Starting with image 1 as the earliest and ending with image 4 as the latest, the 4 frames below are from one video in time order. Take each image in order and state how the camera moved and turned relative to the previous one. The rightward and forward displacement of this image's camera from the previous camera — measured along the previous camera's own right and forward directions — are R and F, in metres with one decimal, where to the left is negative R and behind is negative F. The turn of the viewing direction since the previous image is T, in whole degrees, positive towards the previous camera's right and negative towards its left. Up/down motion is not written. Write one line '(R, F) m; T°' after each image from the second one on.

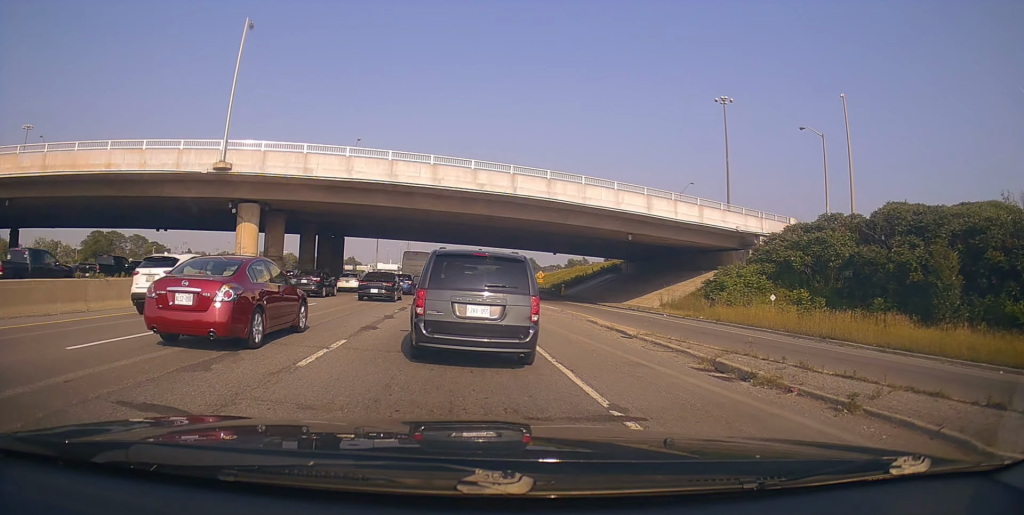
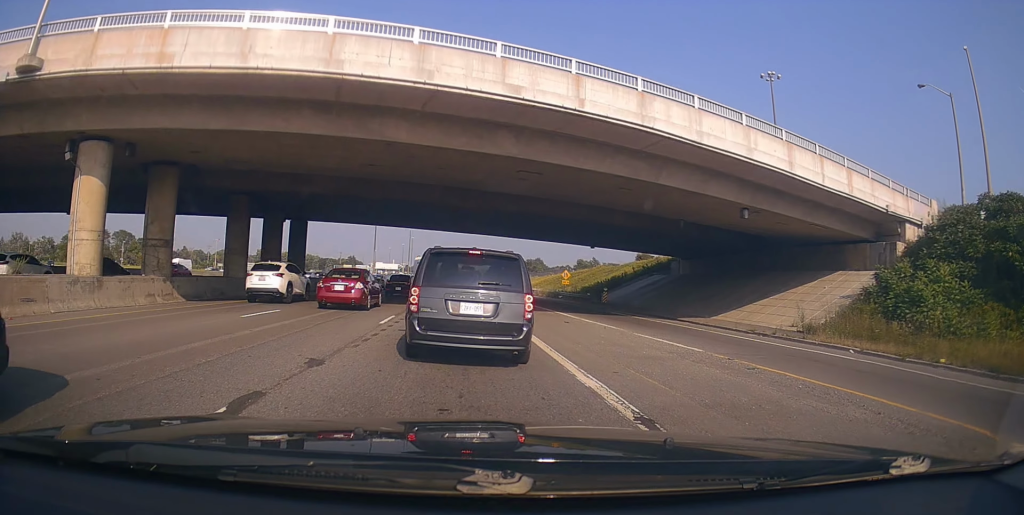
(-1.1, +17.1) m; 0°
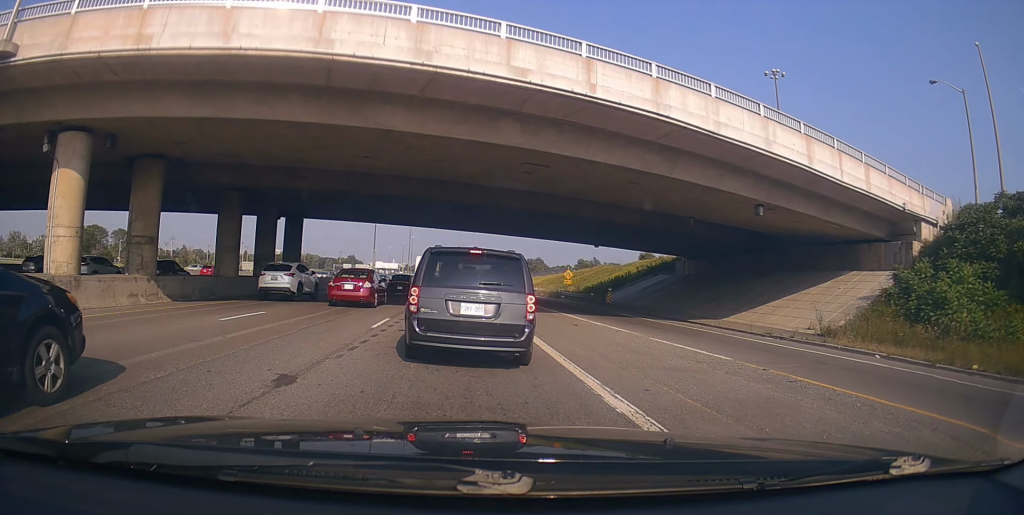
(0.0, +1.8) m; 0°
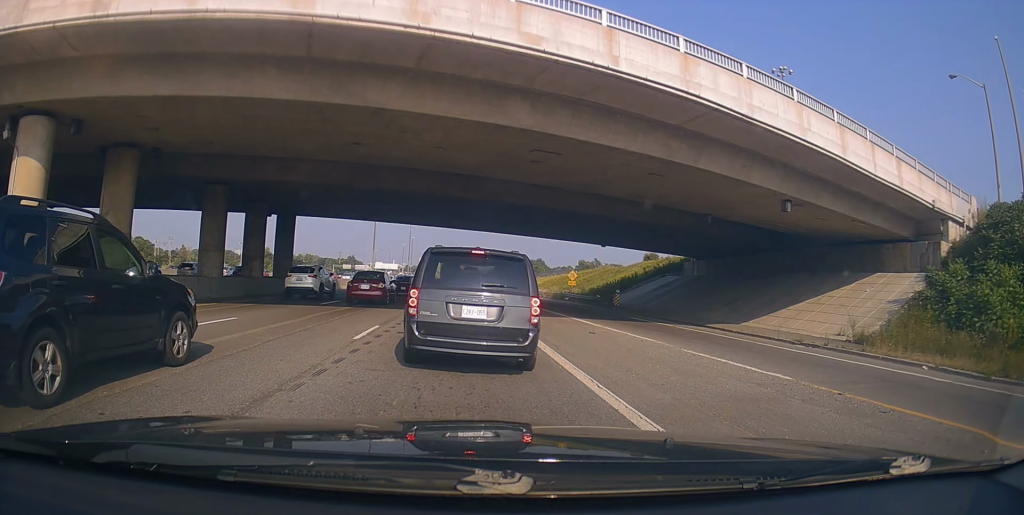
(0.0, +2.7) m; 0°
